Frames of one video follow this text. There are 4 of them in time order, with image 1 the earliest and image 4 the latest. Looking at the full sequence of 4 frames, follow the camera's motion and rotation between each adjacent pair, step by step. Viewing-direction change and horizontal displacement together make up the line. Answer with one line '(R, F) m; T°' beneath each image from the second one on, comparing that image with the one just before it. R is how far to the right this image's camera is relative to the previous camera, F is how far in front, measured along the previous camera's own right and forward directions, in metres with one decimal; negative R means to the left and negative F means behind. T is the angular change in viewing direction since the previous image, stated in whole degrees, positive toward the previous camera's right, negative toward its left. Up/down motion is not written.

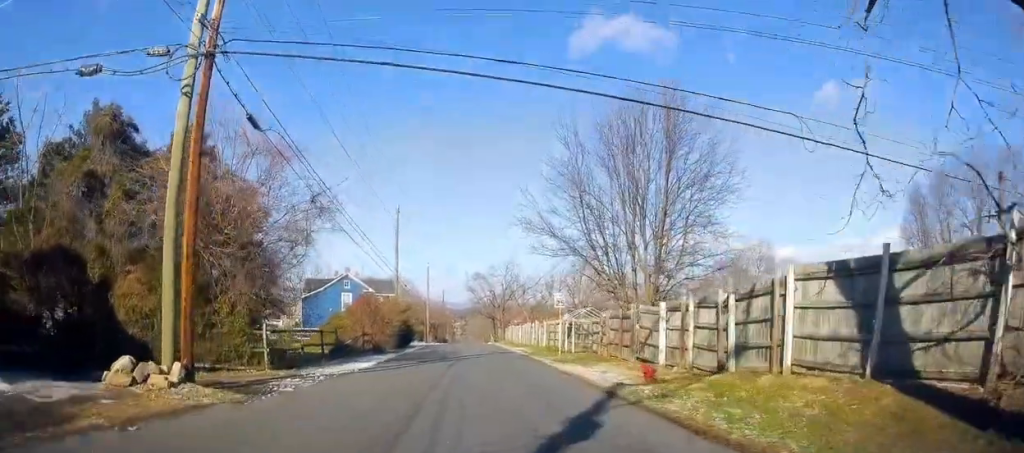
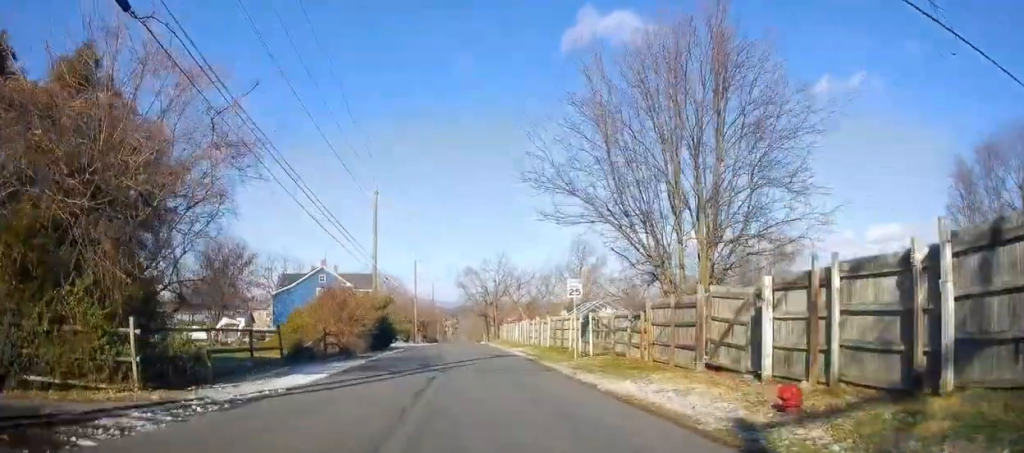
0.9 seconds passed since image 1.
(+0.1, +6.9) m; -6°
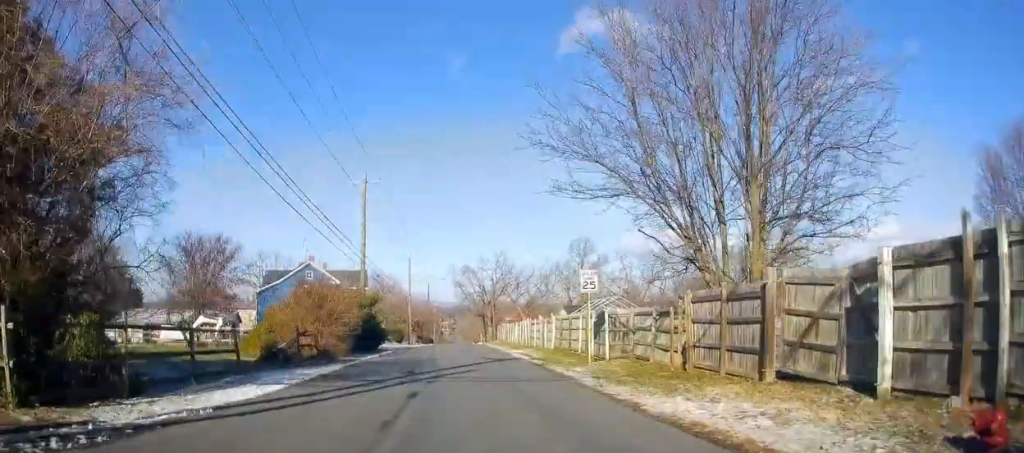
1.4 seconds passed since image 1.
(-0.4, +3.5) m; +1°
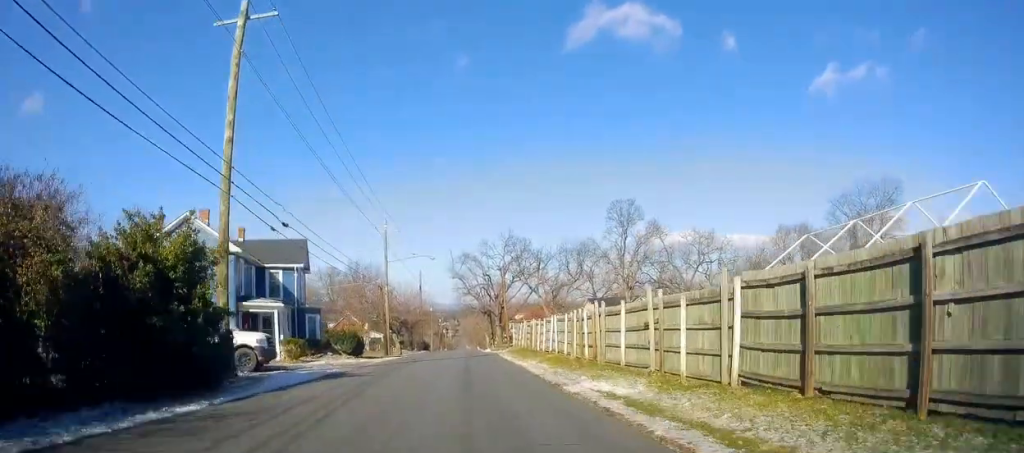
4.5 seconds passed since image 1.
(+1.1, +23.6) m; +5°
